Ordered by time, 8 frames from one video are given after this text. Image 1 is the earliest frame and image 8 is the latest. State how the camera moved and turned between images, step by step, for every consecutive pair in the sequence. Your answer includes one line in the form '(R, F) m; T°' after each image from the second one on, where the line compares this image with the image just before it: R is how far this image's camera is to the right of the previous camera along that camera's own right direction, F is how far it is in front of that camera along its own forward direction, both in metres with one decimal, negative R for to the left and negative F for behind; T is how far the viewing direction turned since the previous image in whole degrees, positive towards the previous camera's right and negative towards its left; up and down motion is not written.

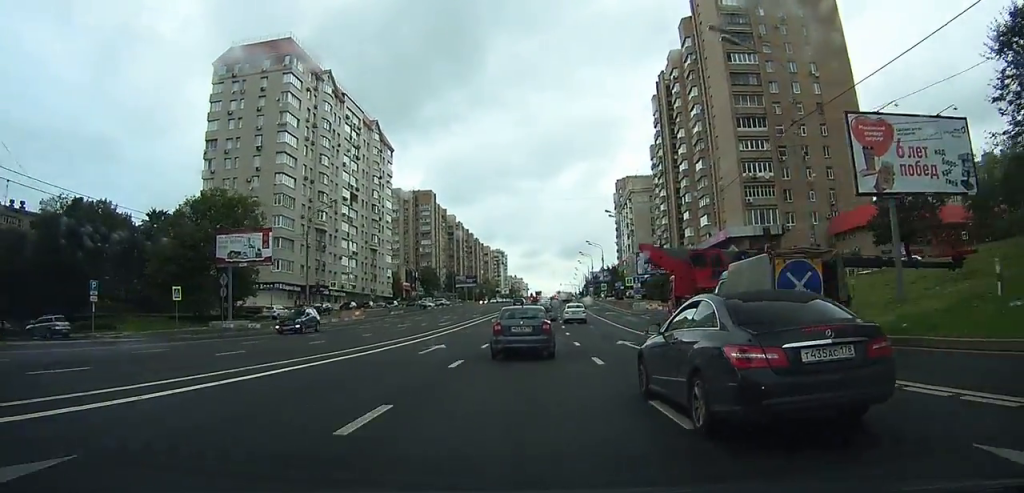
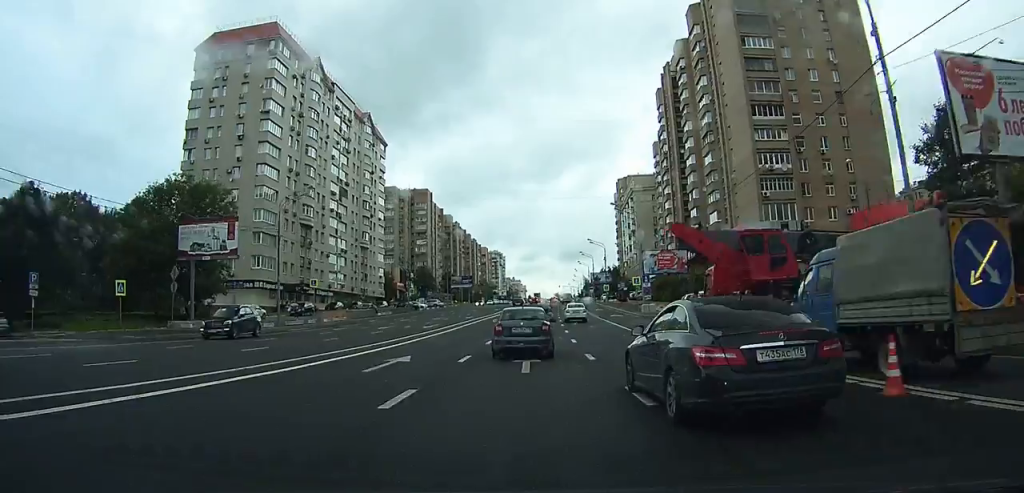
(0.0, +6.1) m; 0°
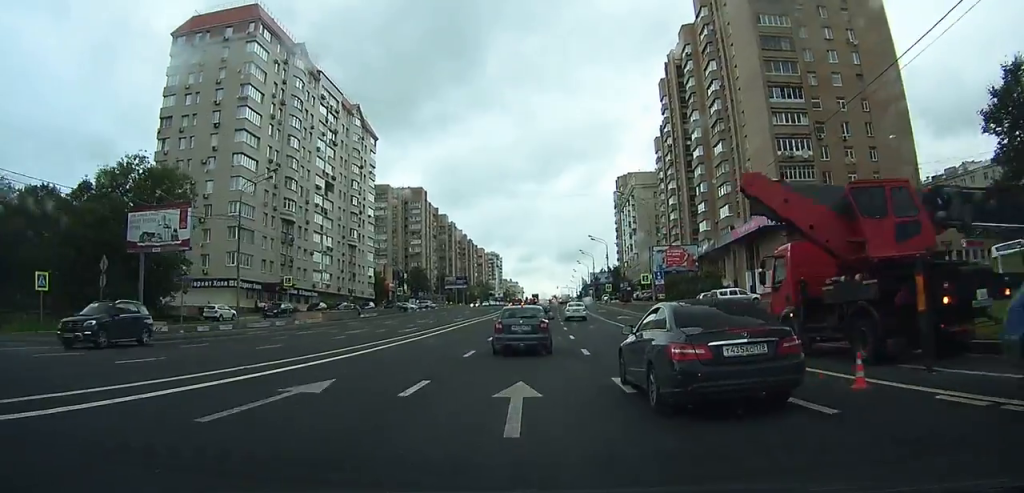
(0.0, +6.6) m; 0°
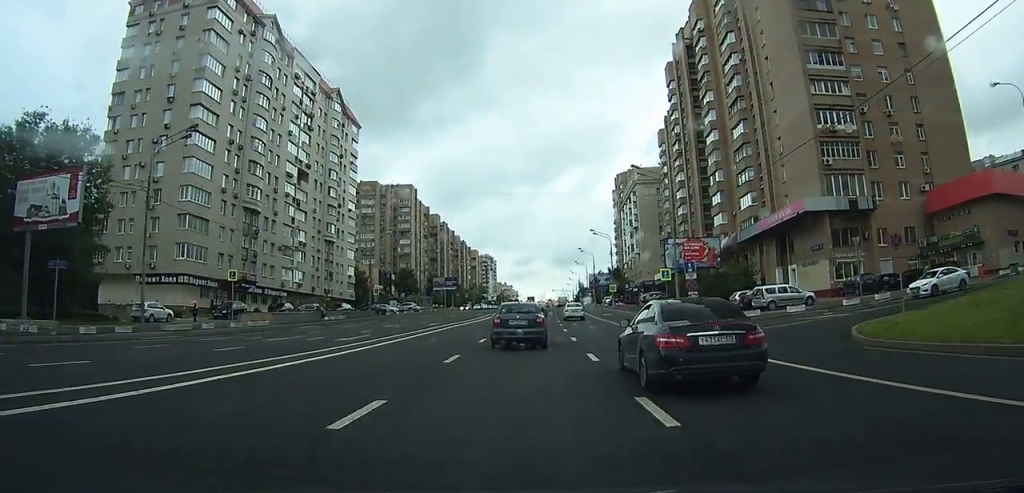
(0.0, +11.0) m; 0°
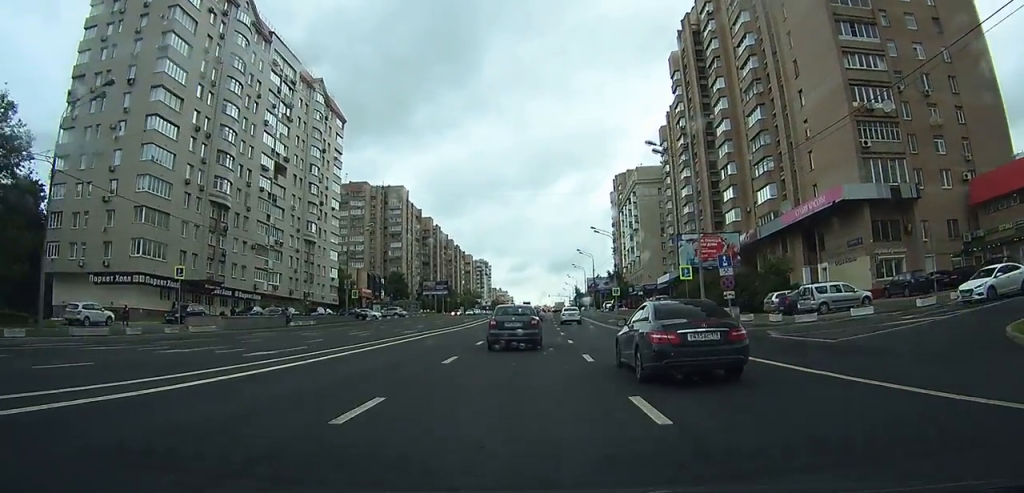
(0.0, +7.7) m; 0°
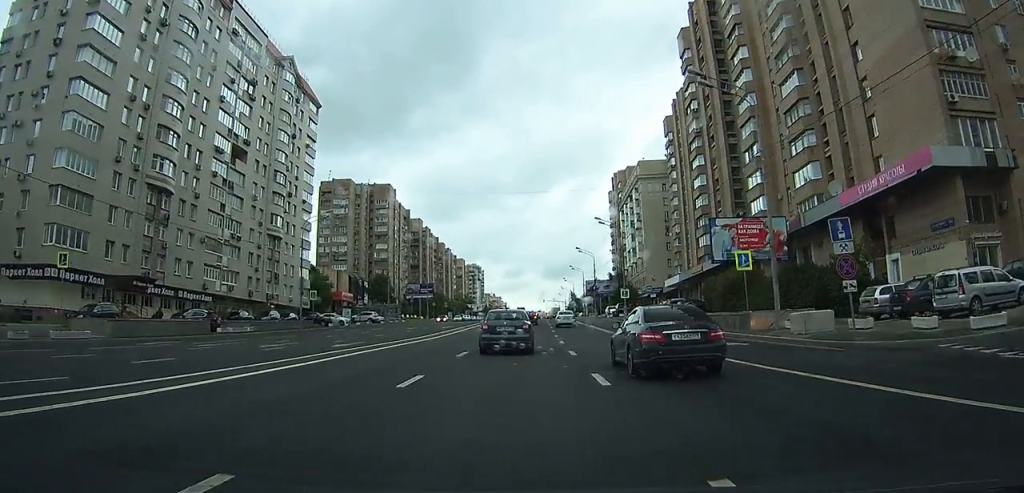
(+0.1, +12.1) m; +1°
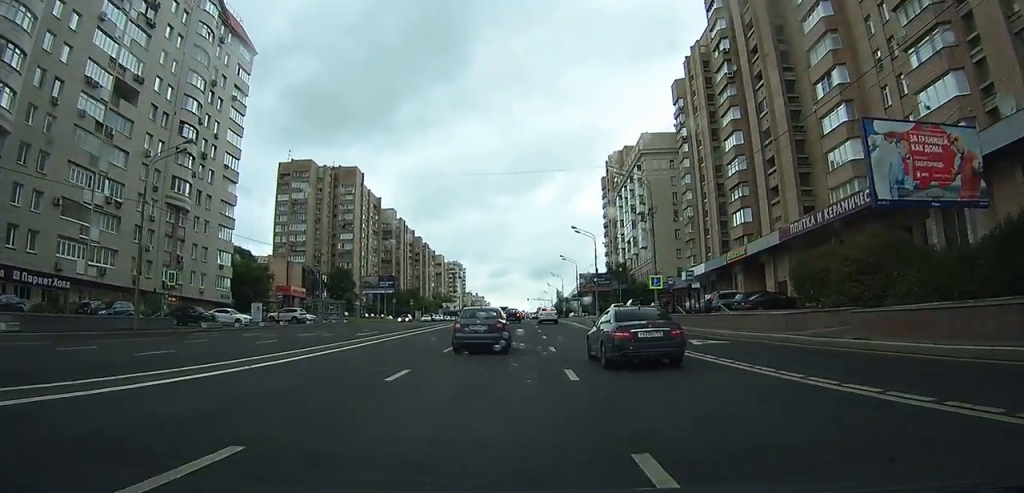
(+0.2, +23.0) m; +1°
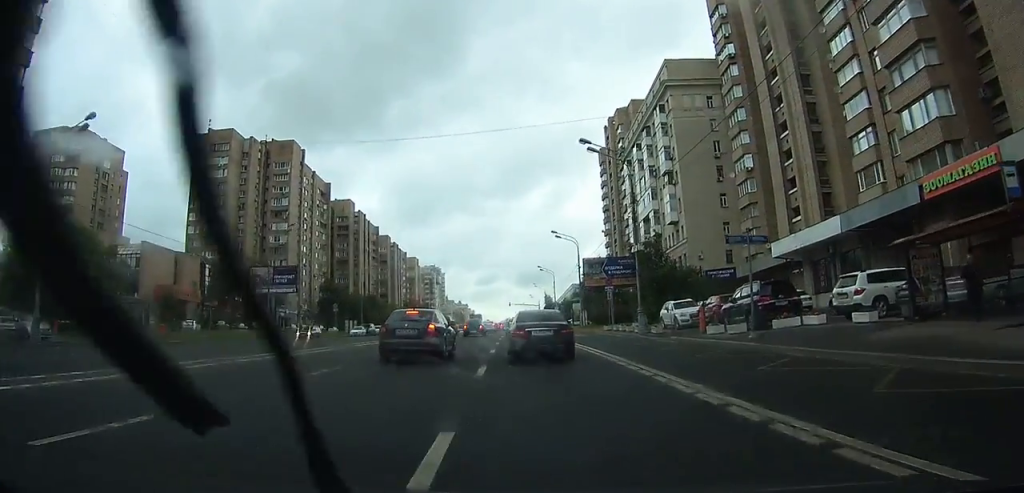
(+0.6, +39.0) m; 0°
